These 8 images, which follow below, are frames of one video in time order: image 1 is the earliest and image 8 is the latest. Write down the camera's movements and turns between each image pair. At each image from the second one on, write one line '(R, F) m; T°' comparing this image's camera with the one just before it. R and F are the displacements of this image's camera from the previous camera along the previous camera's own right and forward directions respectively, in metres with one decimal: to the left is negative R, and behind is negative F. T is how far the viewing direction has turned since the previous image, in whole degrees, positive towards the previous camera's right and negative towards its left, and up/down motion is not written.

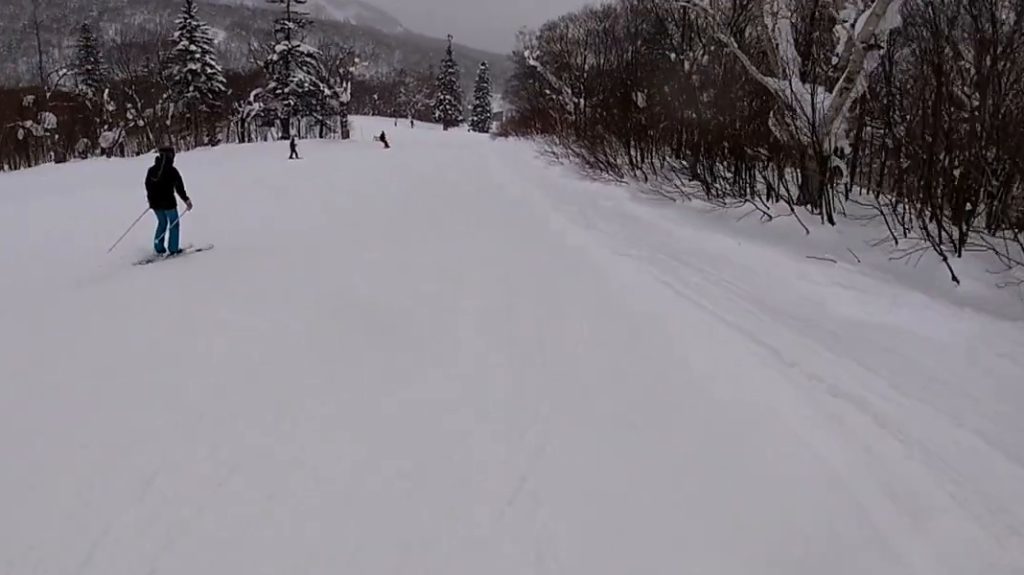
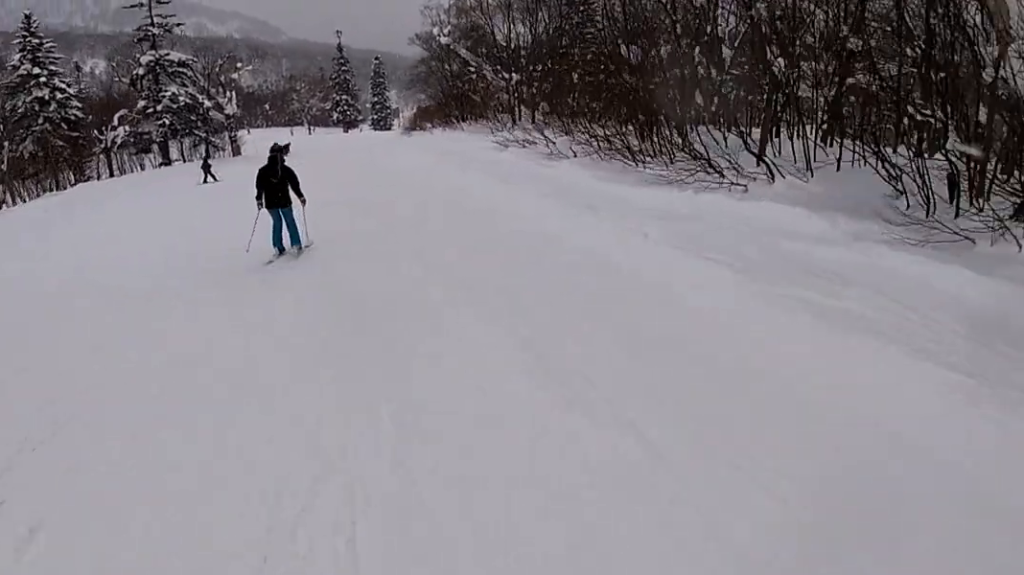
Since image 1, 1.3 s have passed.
(+0.7, +10.6) m; +2°
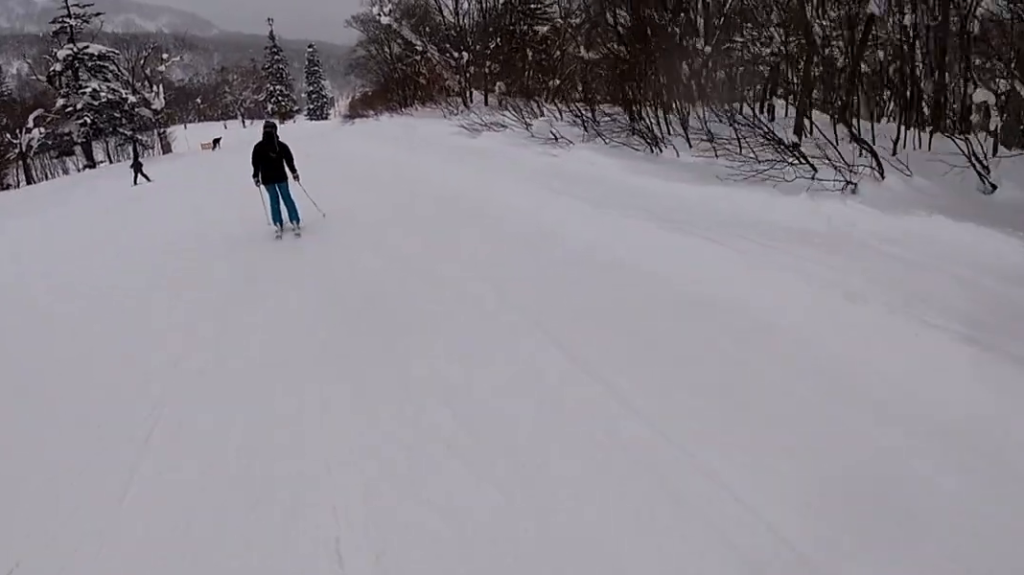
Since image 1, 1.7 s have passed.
(-0.1, +3.8) m; -1°
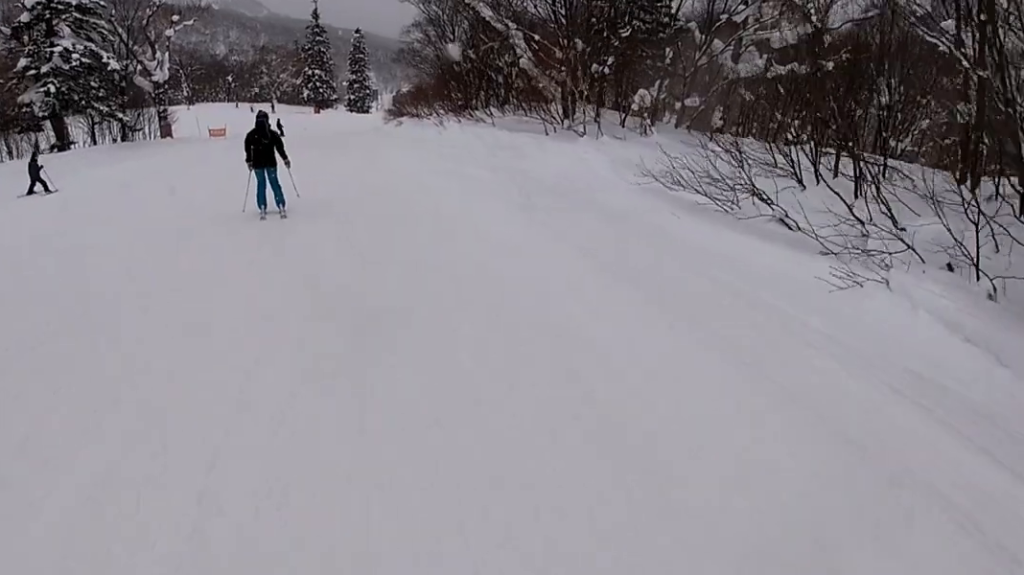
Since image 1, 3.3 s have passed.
(-0.9, +14.5) m; -4°
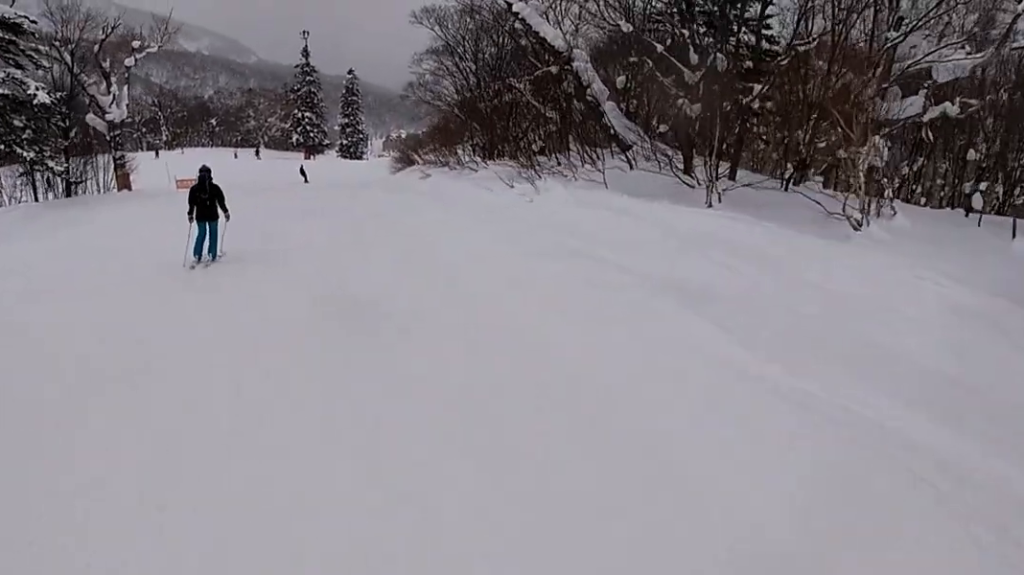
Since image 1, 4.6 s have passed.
(0.0, +11.4) m; 0°
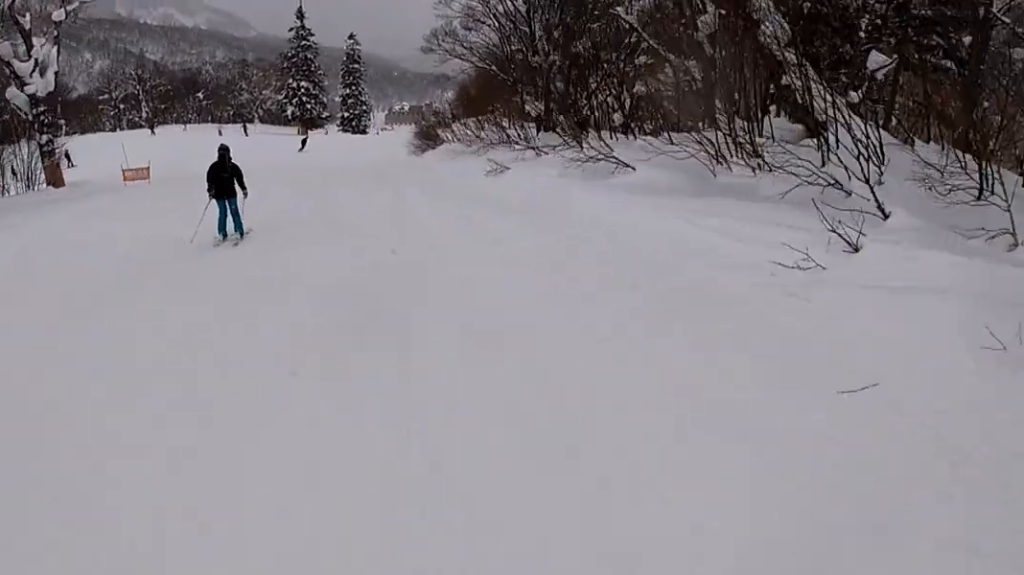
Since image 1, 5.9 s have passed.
(0.0, +12.4) m; 0°
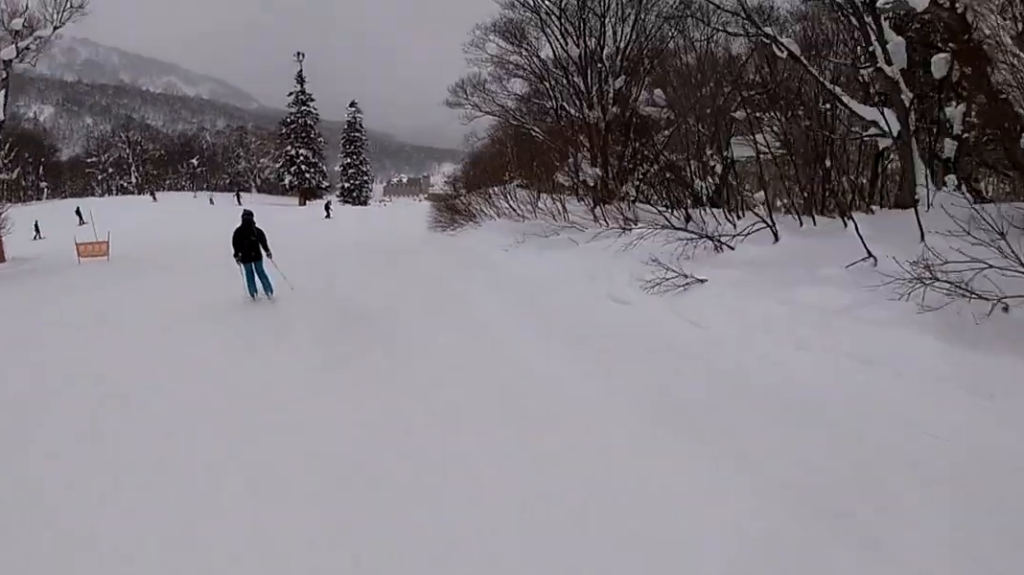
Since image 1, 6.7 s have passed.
(0.0, +7.4) m; 0°
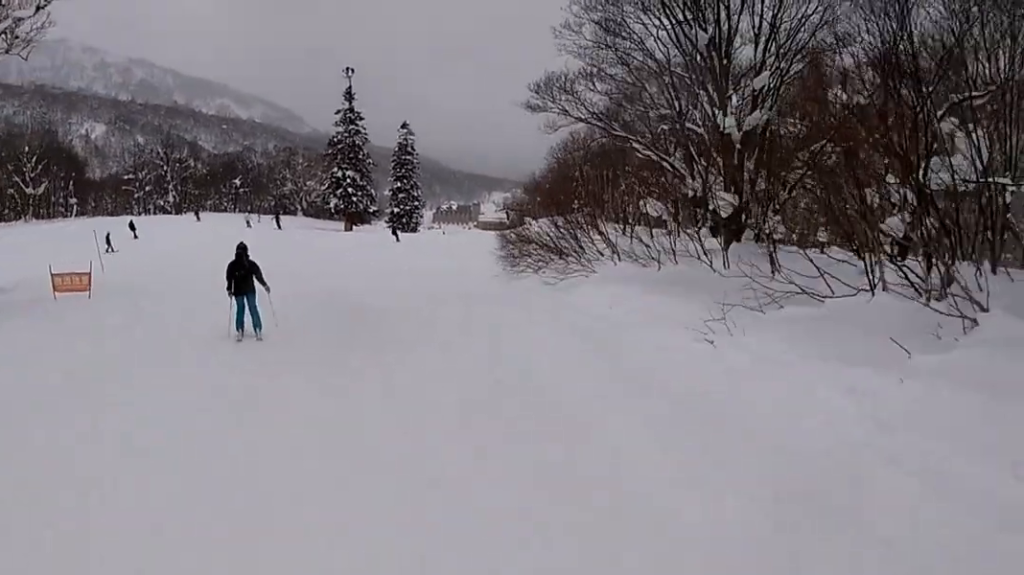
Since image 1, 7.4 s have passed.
(0.0, +6.9) m; +1°
